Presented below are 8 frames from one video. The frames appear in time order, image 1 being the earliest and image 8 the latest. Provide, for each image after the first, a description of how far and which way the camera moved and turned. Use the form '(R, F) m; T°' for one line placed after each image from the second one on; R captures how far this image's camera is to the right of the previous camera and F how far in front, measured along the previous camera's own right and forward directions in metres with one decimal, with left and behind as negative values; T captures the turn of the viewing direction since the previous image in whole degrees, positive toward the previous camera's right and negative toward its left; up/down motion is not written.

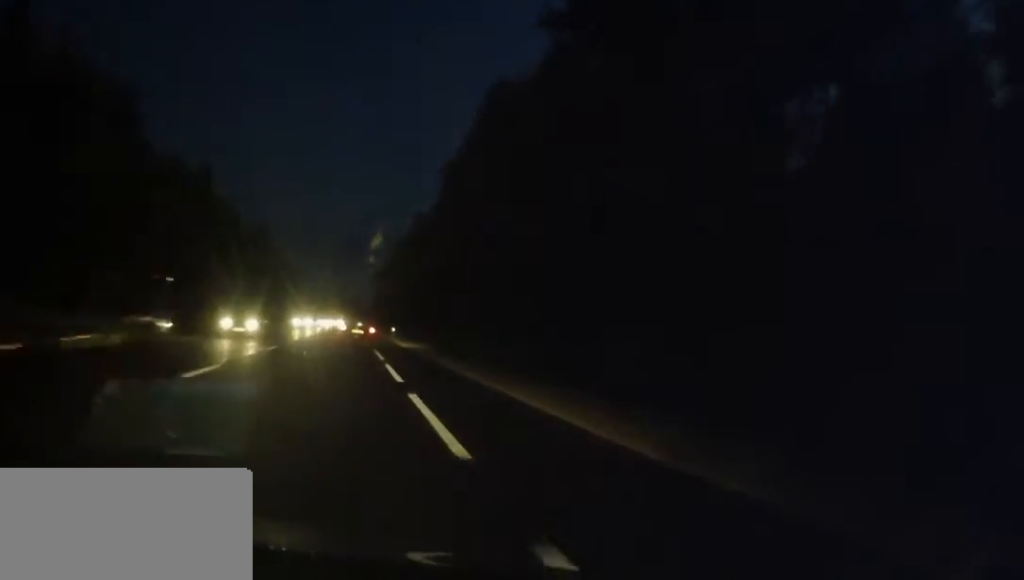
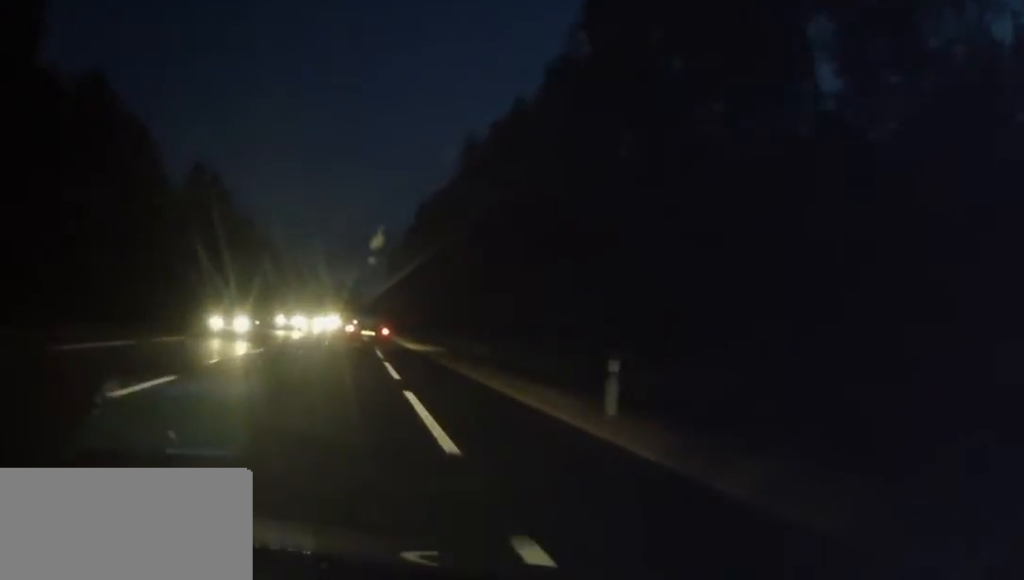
(+0.5, +62.6) m; +1°
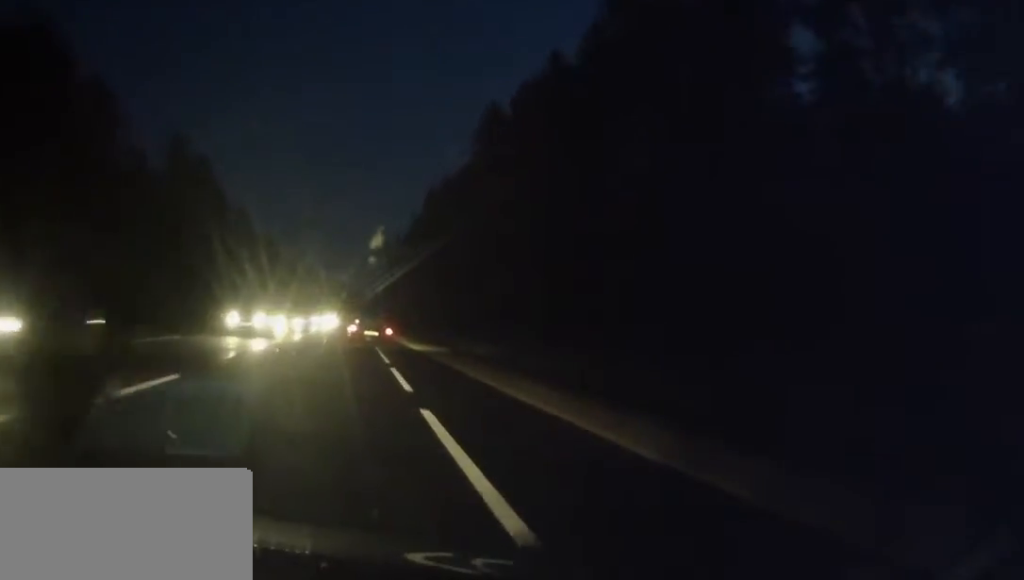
(0.0, +11.7) m; 0°
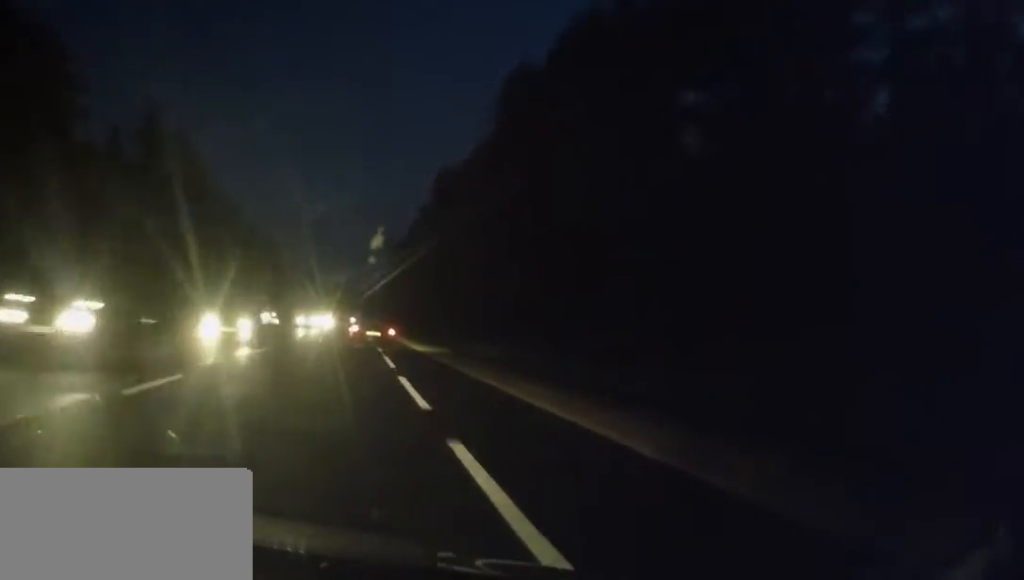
(0.0, +11.7) m; 0°
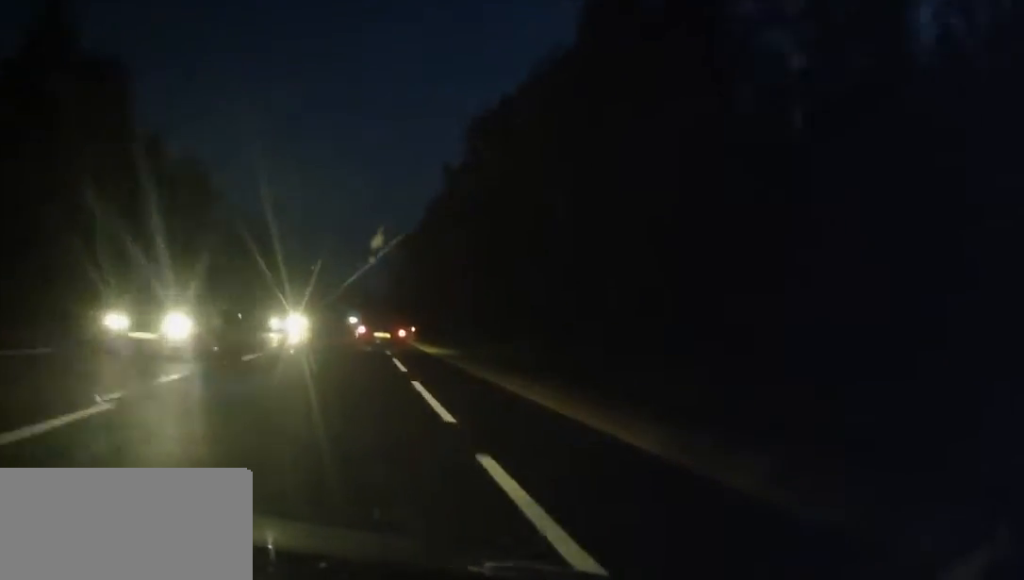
(+0.3, +28.0) m; 0°
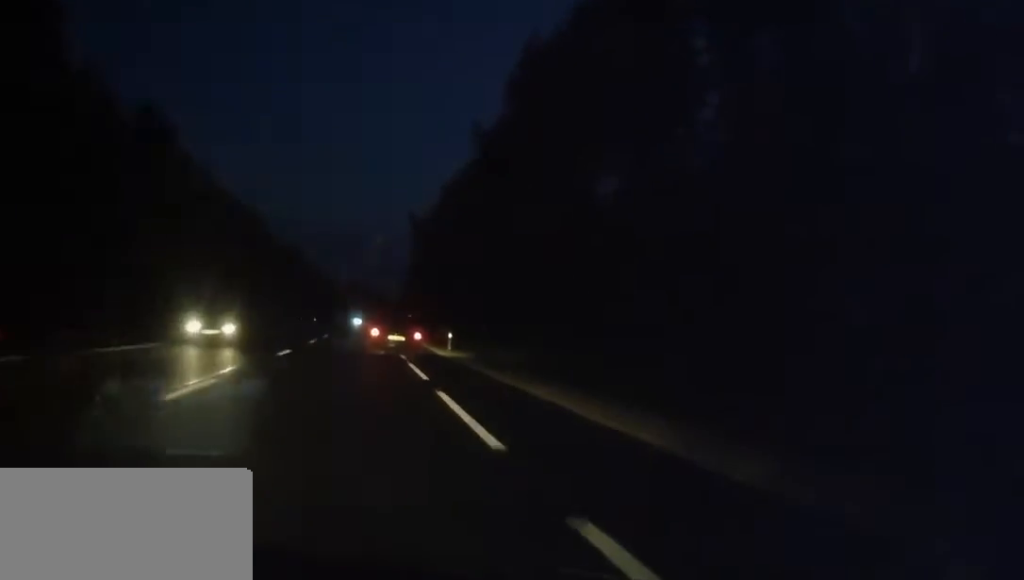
(0.0, +19.9) m; -1°
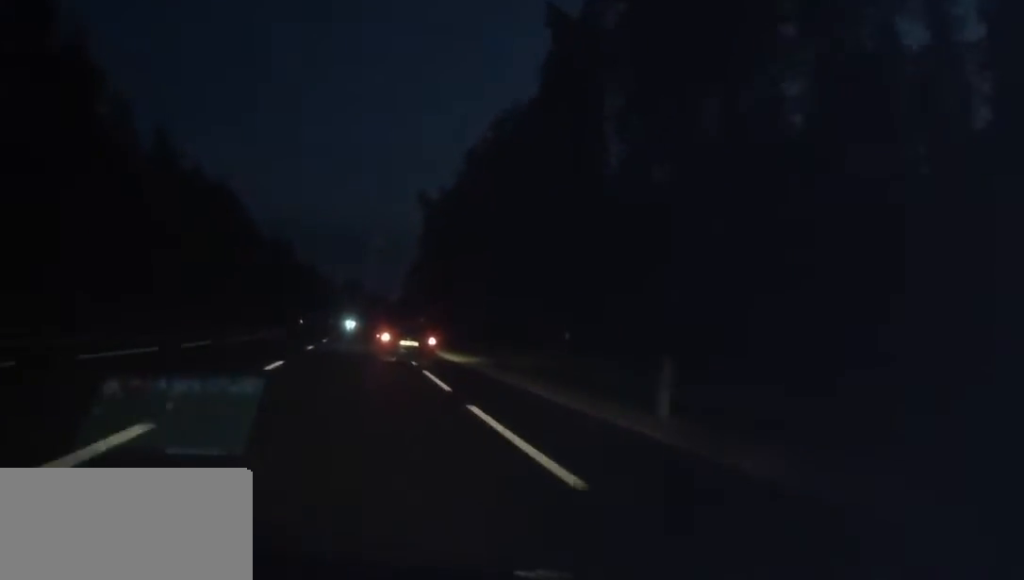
(-0.4, +28.8) m; -1°
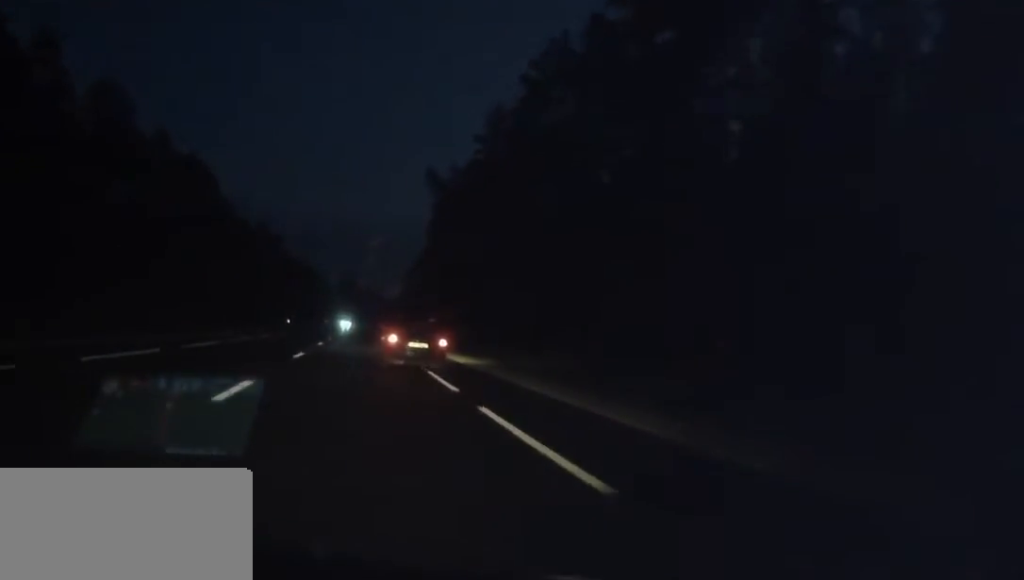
(-0.1, +18.0) m; 0°
